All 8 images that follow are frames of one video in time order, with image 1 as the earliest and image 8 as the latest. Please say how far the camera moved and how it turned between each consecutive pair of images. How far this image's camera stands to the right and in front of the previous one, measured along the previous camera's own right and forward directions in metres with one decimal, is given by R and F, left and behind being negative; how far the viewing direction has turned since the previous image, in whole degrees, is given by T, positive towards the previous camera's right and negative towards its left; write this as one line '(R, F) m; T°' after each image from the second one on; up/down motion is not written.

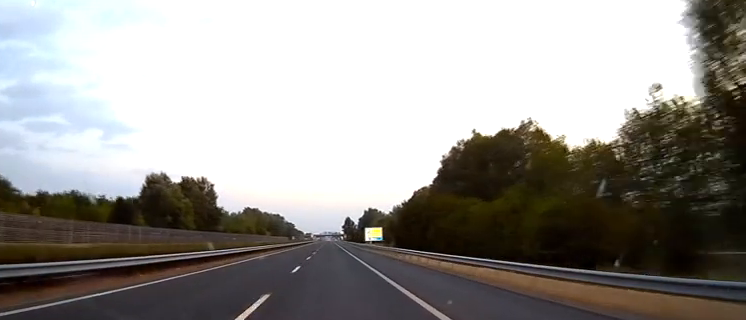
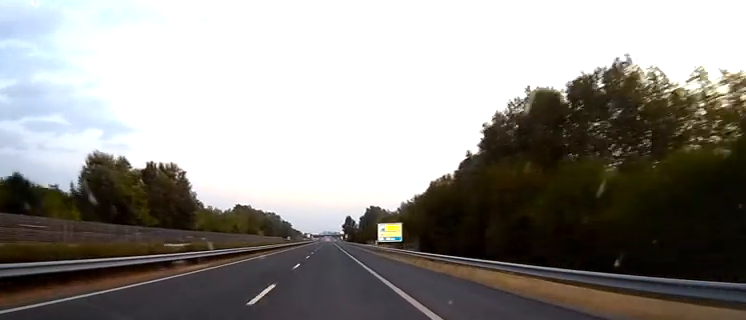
(0.0, +32.0) m; 0°
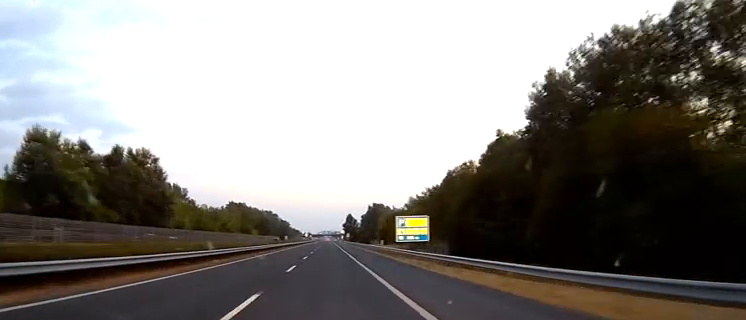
(0.0, +21.9) m; 0°
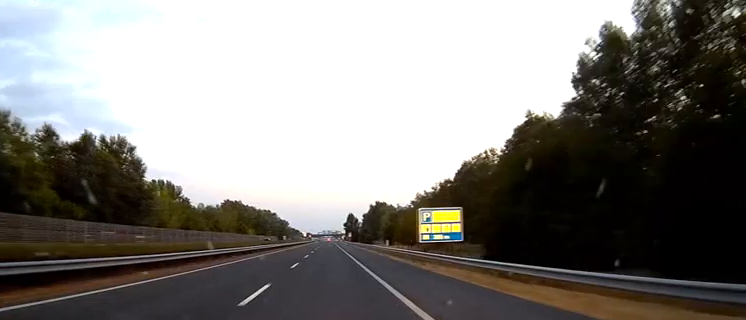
(+0.1, +14.6) m; 0°
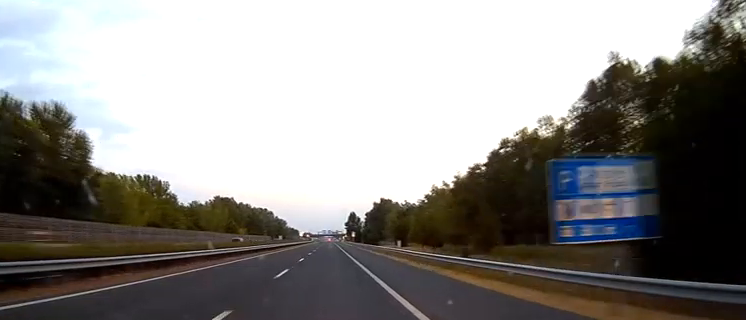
(0.0, +26.4) m; 0°
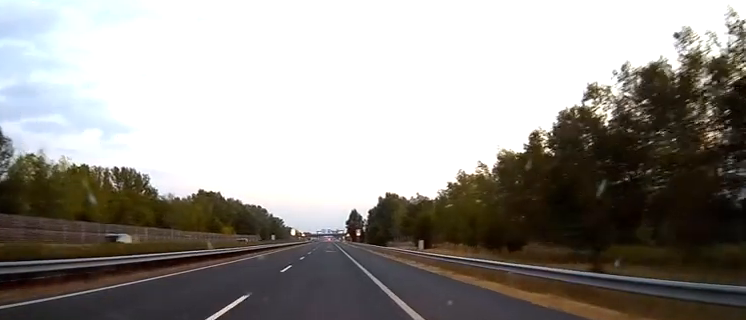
(-0.1, +32.4) m; 0°
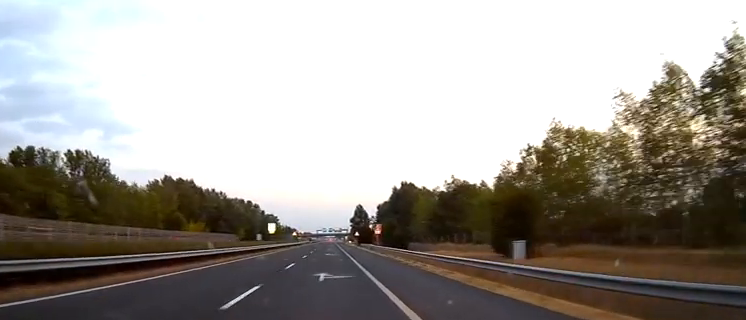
(+0.1, +51.8) m; 0°
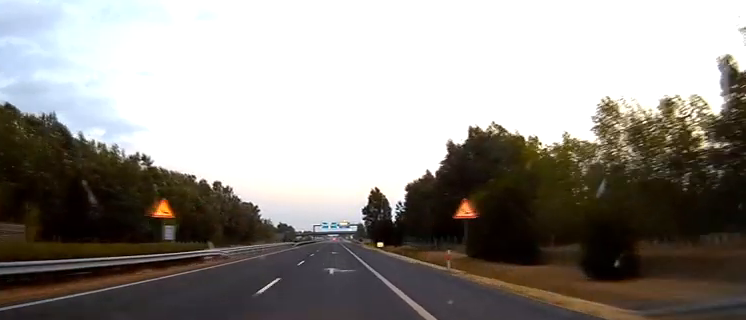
(-0.6, +109.0) m; 0°
